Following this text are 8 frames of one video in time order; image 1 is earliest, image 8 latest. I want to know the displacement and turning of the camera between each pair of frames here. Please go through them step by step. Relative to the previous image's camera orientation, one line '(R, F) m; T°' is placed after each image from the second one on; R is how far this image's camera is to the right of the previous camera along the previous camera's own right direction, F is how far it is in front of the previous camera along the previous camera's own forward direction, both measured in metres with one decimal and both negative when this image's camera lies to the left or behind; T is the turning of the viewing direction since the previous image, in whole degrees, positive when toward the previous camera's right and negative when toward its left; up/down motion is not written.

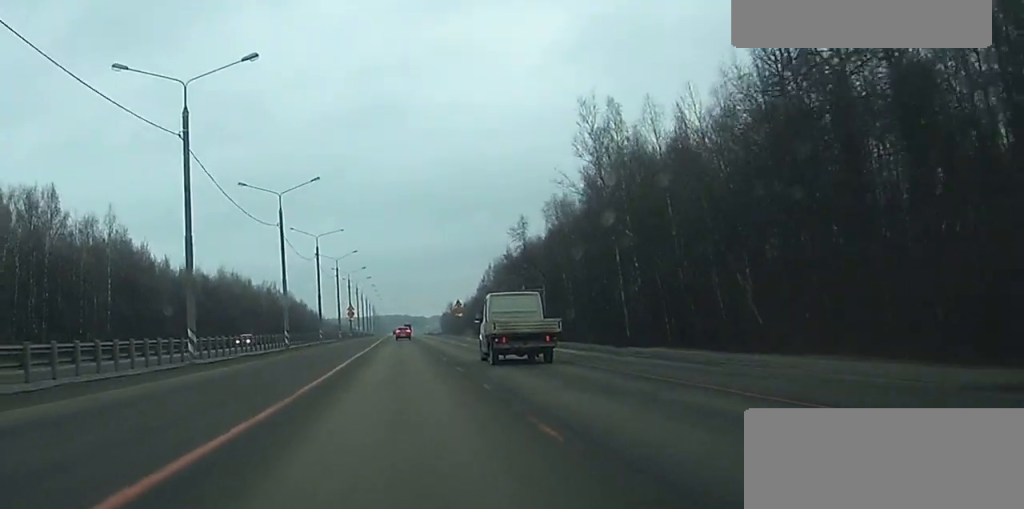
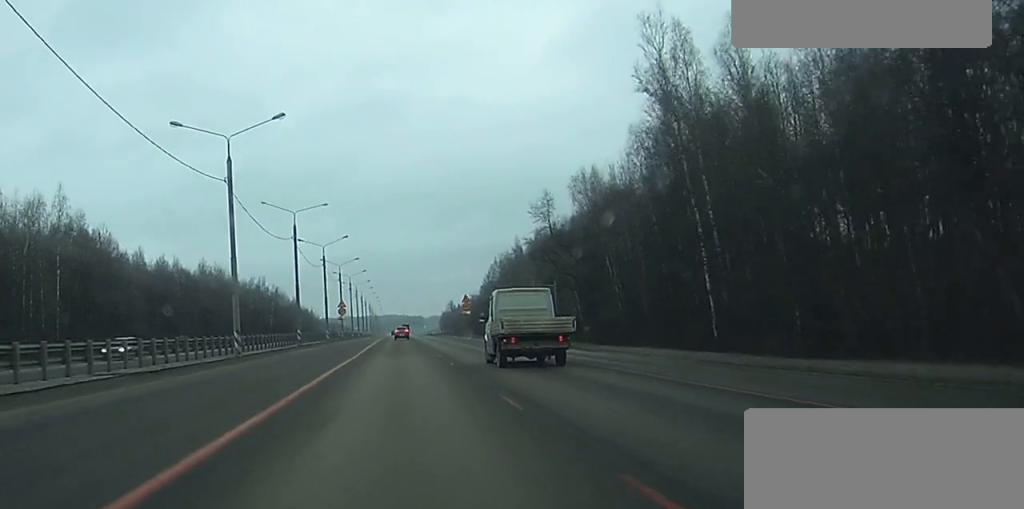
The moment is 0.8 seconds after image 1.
(-0.1, +20.7) m; 0°
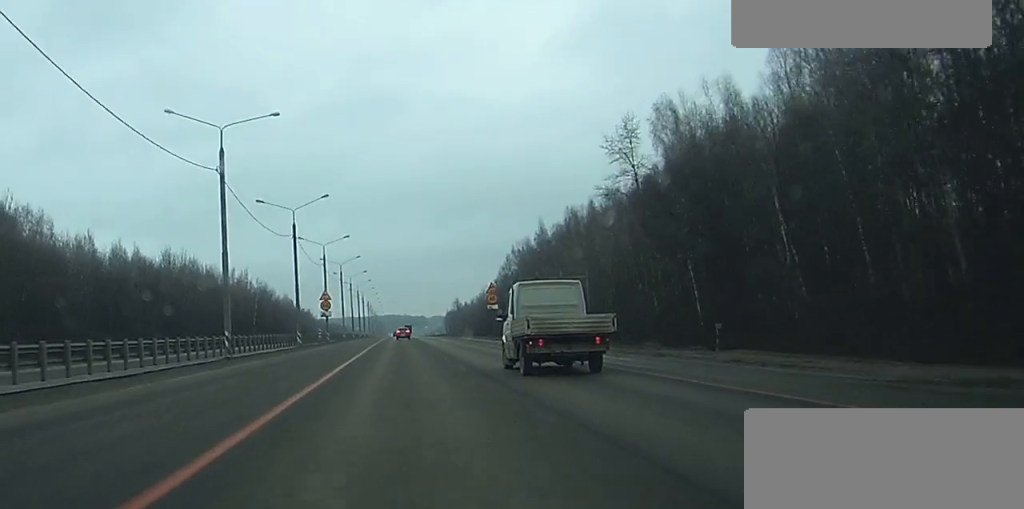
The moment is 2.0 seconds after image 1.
(+0.1, +34.2) m; 0°
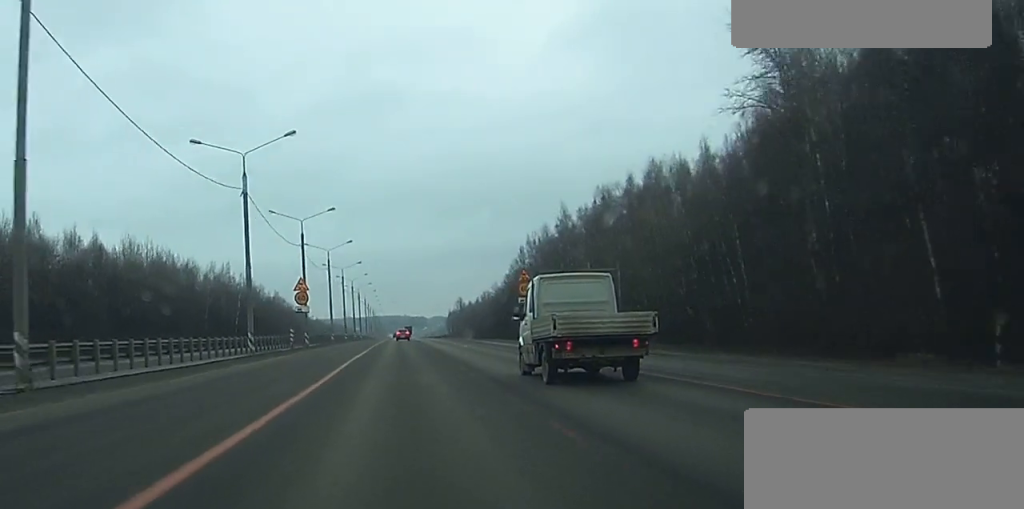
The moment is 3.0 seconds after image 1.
(0.0, +25.1) m; 0°
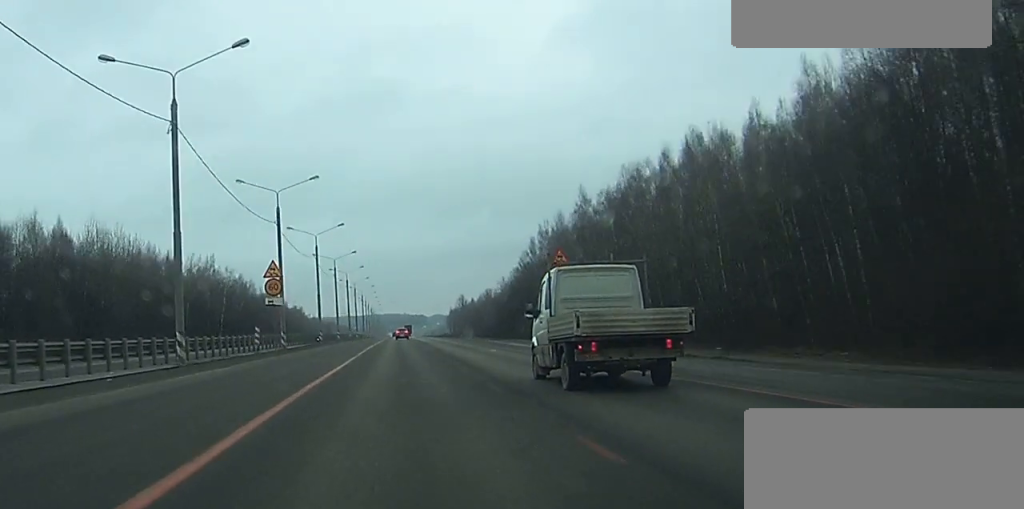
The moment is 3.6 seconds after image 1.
(0.0, +16.2) m; 0°
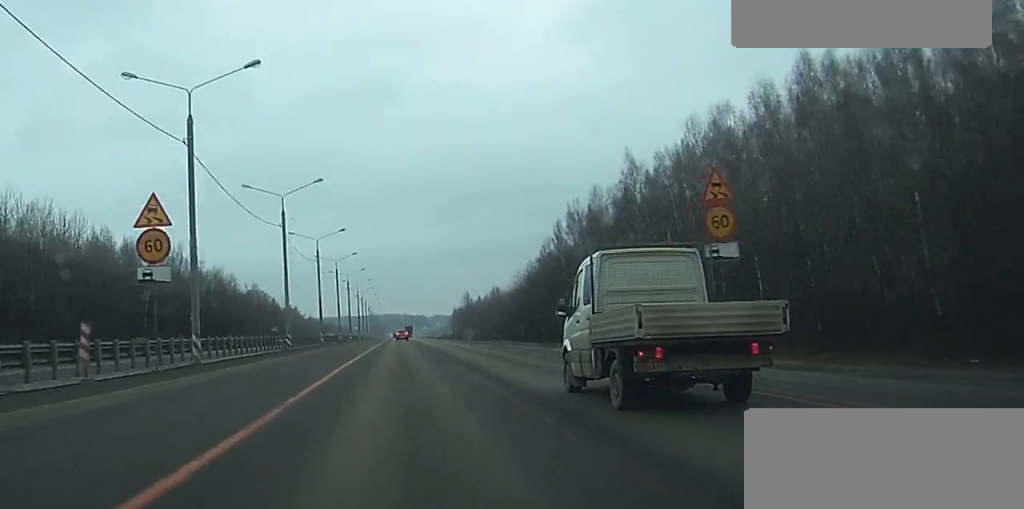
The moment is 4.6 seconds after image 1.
(0.0, +28.7) m; 0°
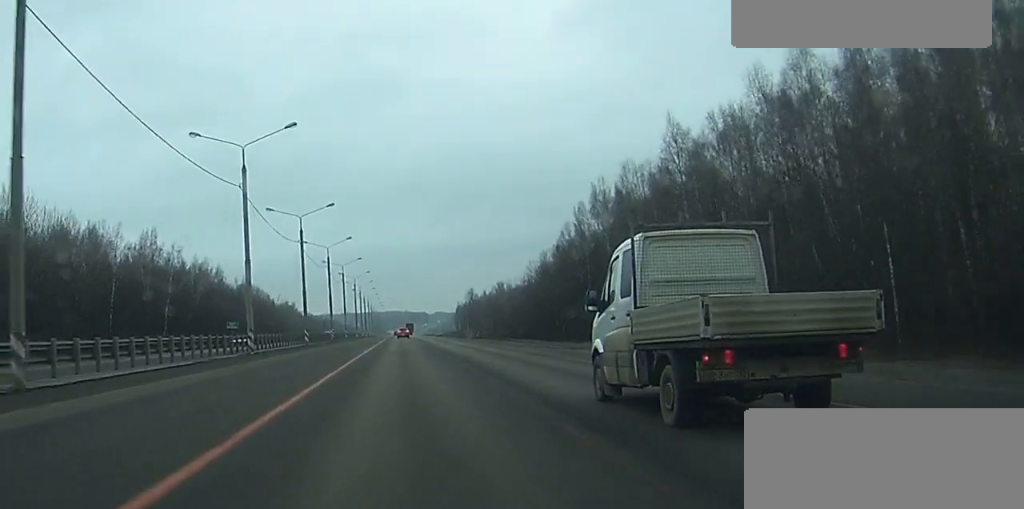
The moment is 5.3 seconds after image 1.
(0.0, +18.0) m; 0°
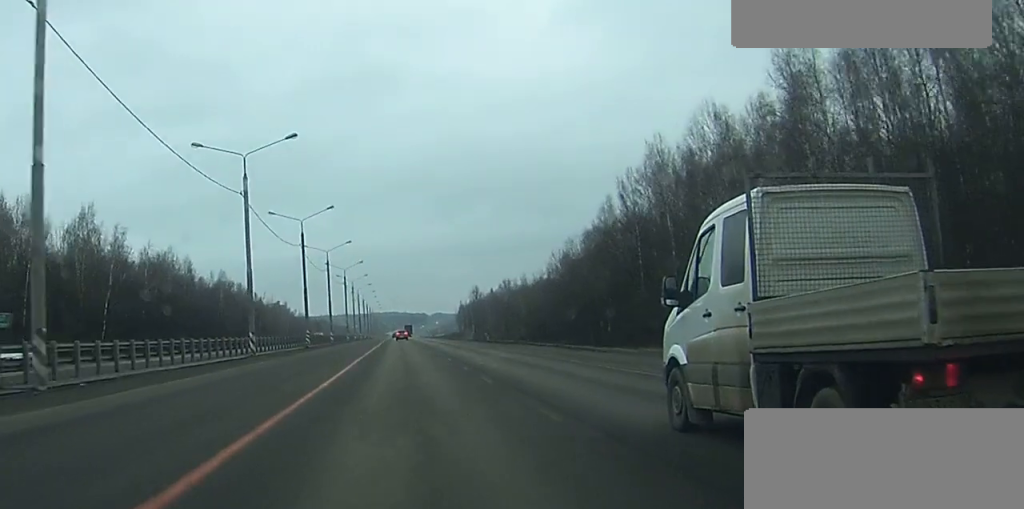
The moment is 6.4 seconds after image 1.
(-0.1, +29.9) m; 0°
